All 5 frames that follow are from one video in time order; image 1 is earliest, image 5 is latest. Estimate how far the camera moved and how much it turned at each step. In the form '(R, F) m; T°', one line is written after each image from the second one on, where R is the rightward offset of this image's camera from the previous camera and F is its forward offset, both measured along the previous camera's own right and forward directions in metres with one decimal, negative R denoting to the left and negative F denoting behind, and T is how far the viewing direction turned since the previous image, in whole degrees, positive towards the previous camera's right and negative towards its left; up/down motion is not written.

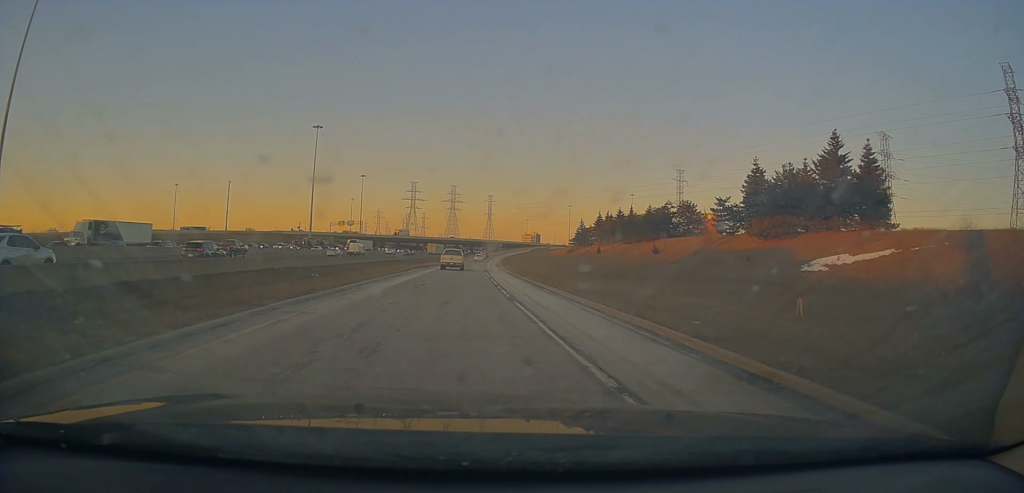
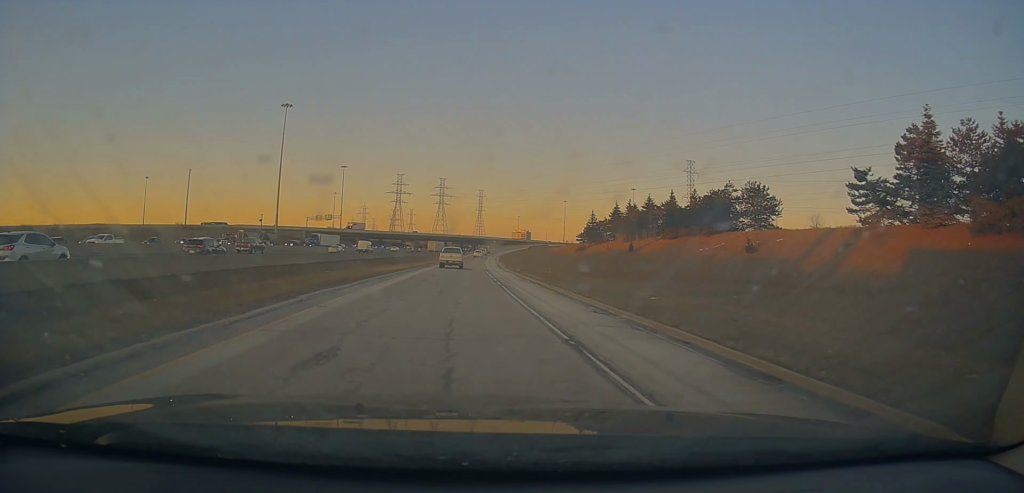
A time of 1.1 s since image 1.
(+0.2, +26.6) m; +1°
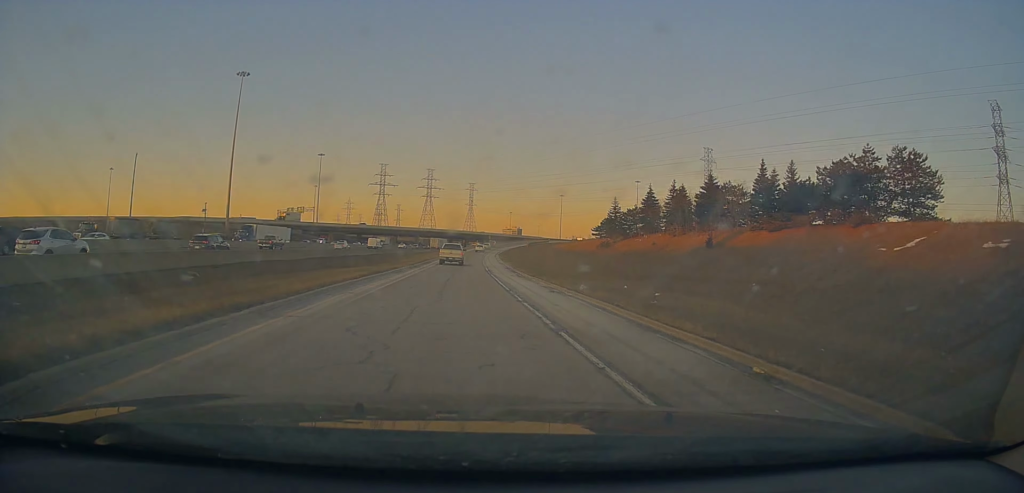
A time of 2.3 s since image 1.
(+0.3, +30.3) m; 0°
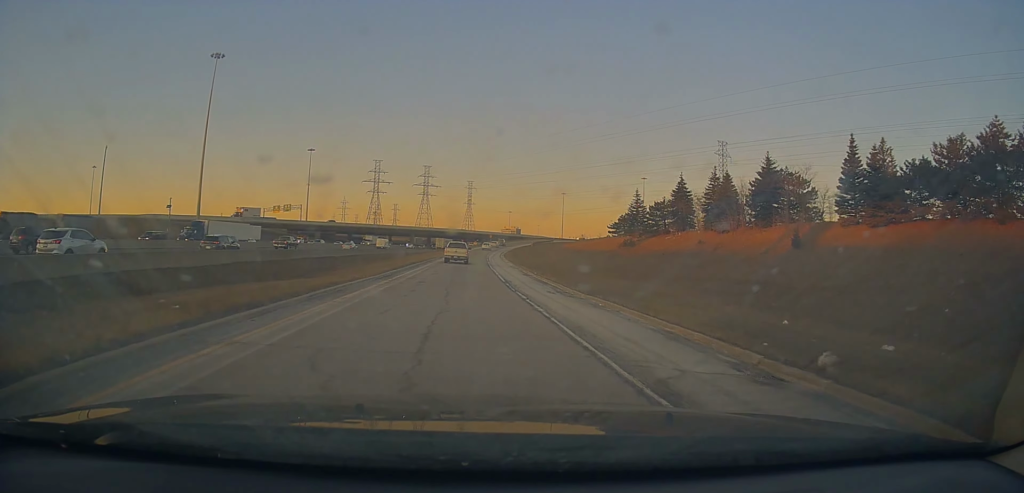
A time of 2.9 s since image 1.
(-0.1, +16.1) m; +1°
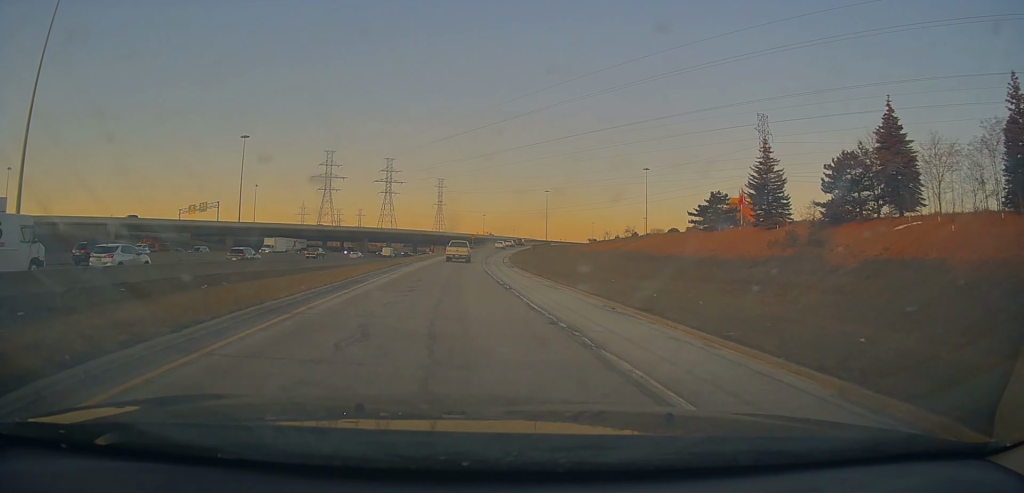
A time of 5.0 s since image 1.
(+1.4, +53.7) m; +3°
